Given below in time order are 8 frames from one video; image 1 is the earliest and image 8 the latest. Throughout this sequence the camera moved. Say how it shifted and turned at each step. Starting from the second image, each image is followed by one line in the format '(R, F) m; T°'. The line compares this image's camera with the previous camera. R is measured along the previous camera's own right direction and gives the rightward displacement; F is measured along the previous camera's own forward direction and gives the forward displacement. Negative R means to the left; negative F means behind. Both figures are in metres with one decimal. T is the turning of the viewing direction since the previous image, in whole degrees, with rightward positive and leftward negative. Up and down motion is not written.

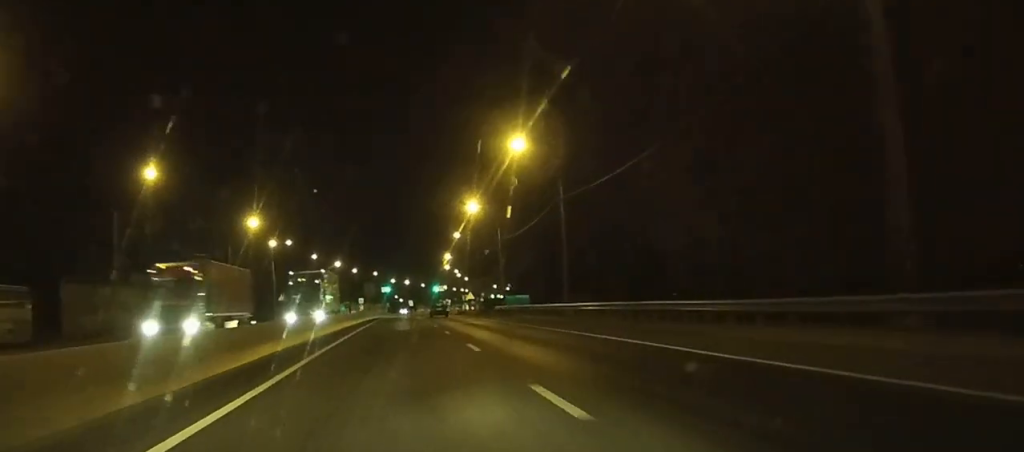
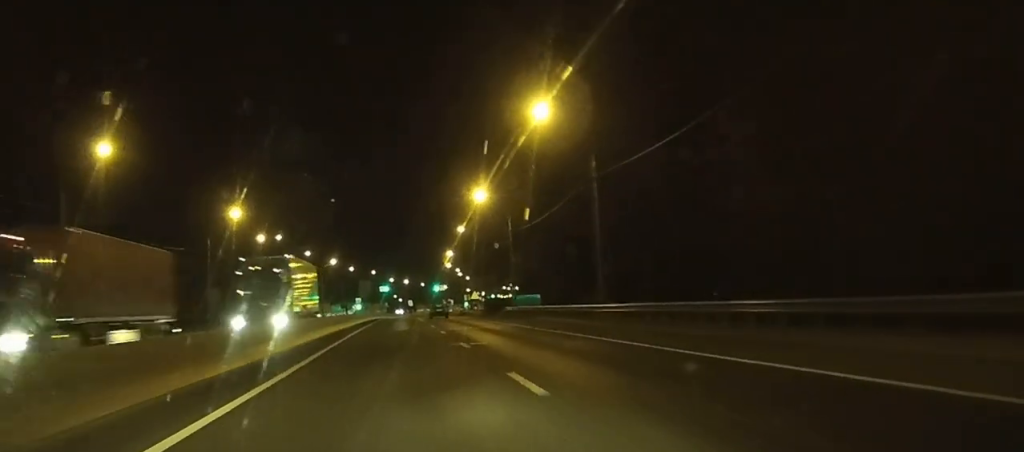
(0.0, +9.5) m; 0°
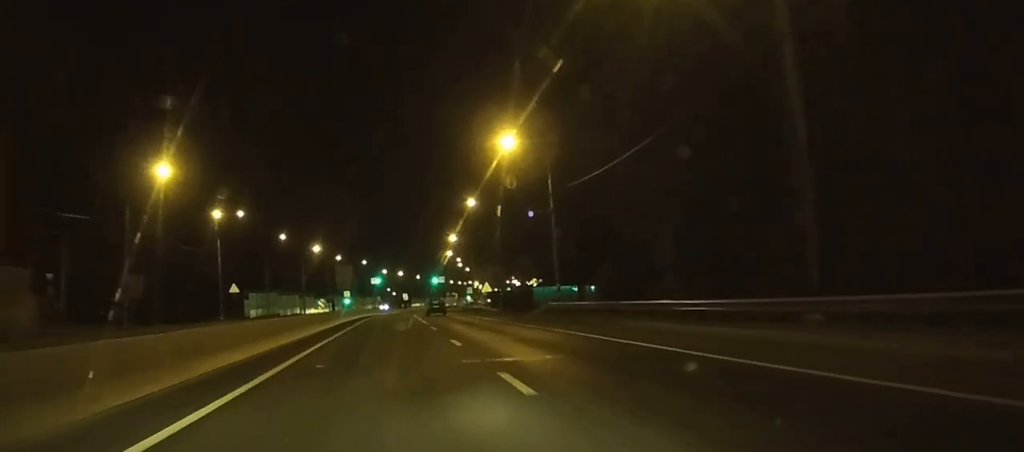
(0.0, +23.6) m; 0°
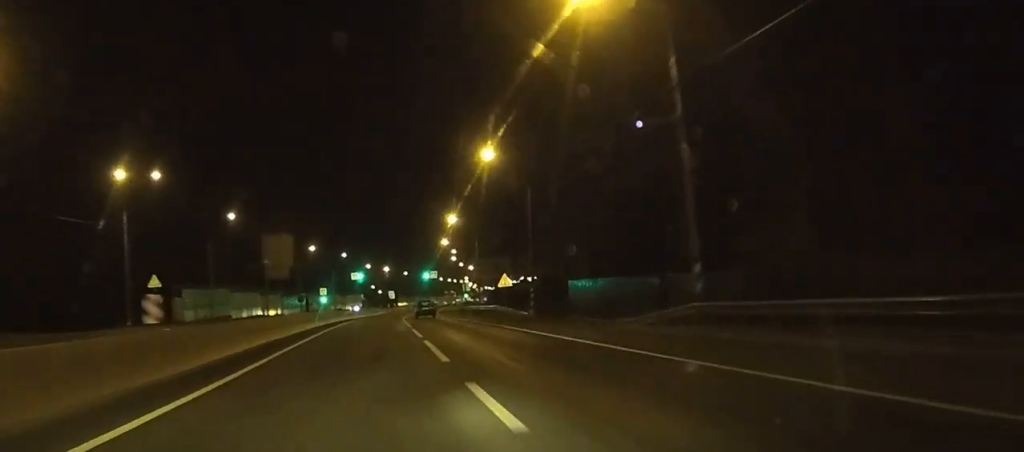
(0.0, +27.5) m; 0°
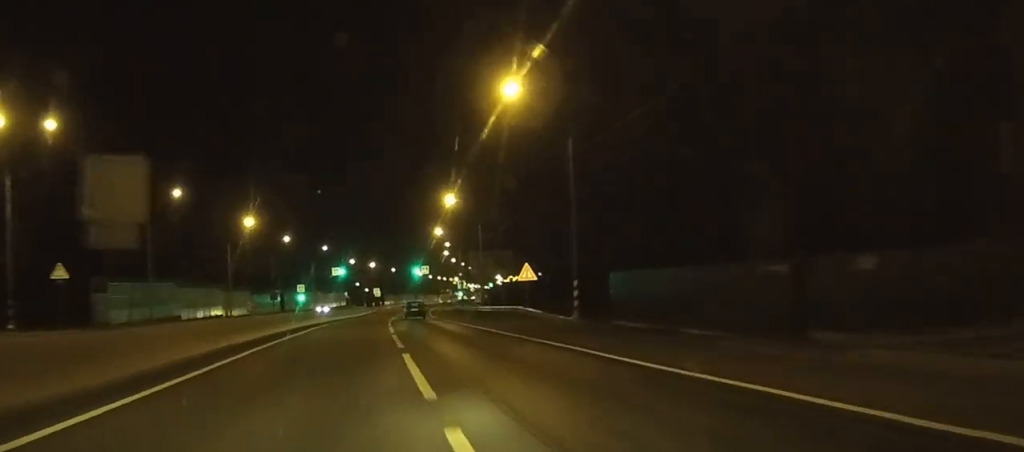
(+0.1, +17.9) m; +1°
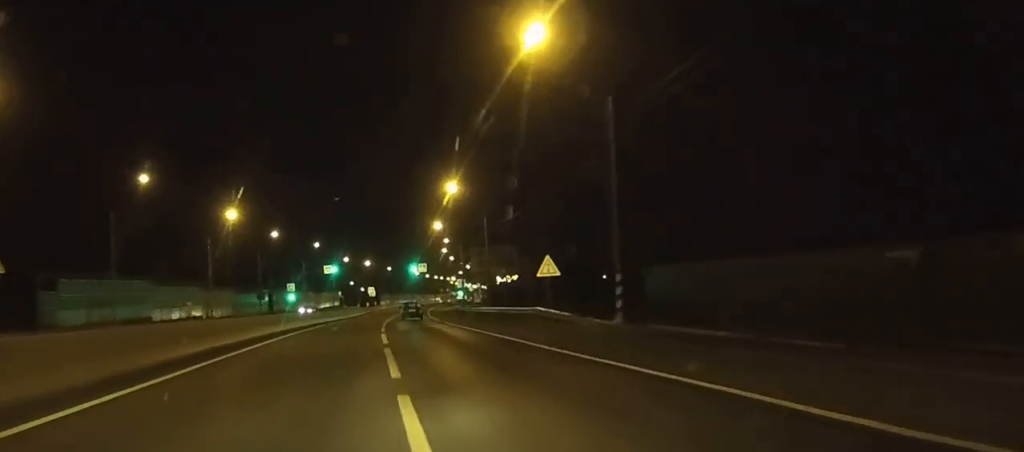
(+0.1, +8.6) m; 0°
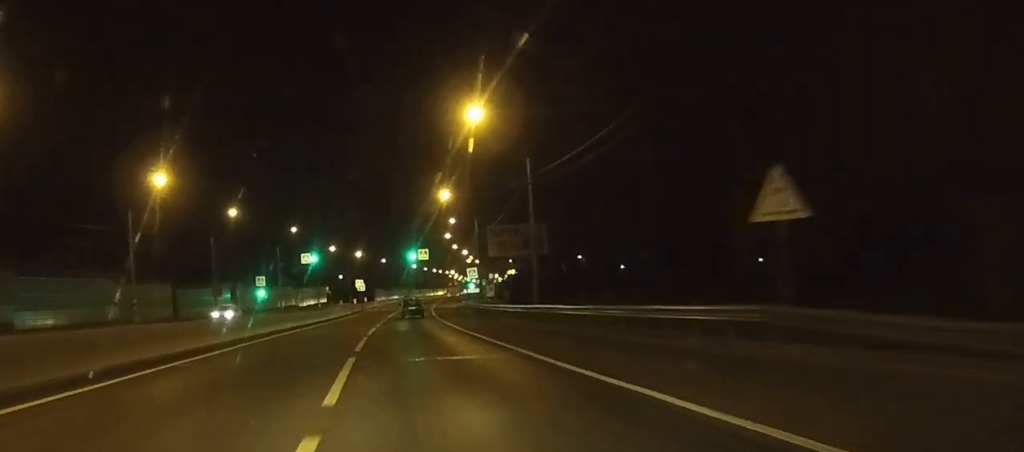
(+0.2, +26.8) m; +1°
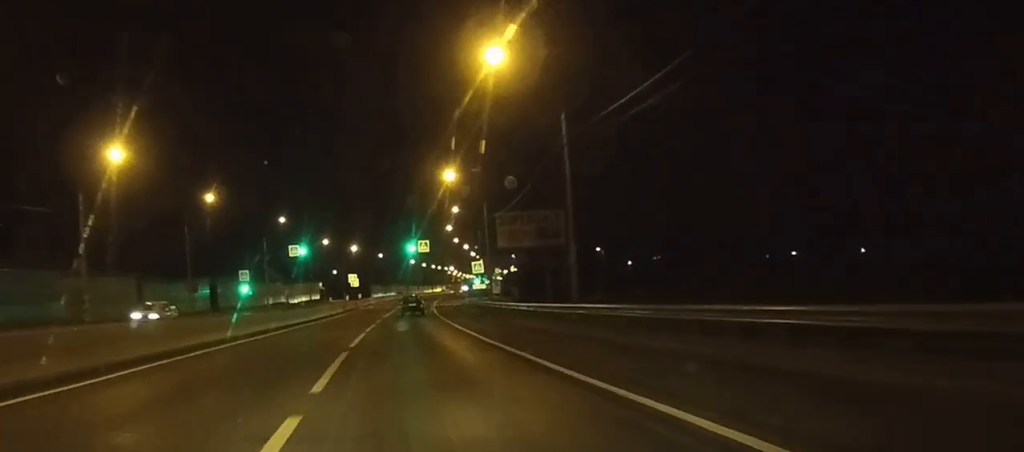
(0.0, +10.4) m; 0°
